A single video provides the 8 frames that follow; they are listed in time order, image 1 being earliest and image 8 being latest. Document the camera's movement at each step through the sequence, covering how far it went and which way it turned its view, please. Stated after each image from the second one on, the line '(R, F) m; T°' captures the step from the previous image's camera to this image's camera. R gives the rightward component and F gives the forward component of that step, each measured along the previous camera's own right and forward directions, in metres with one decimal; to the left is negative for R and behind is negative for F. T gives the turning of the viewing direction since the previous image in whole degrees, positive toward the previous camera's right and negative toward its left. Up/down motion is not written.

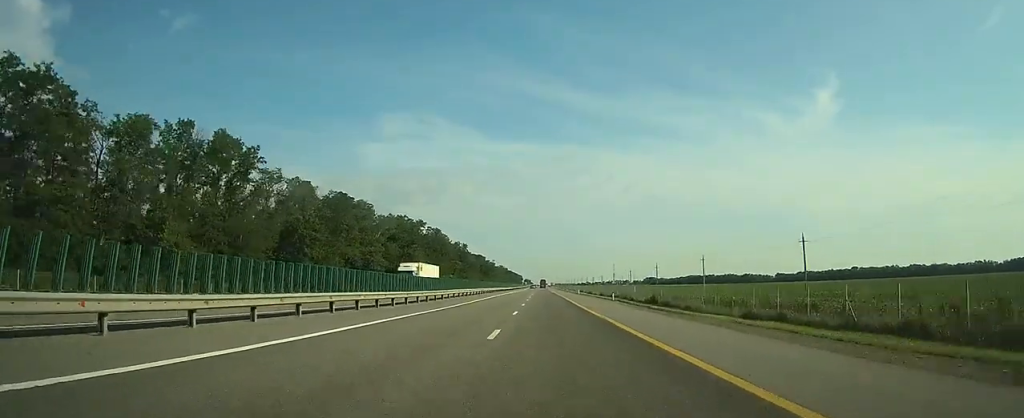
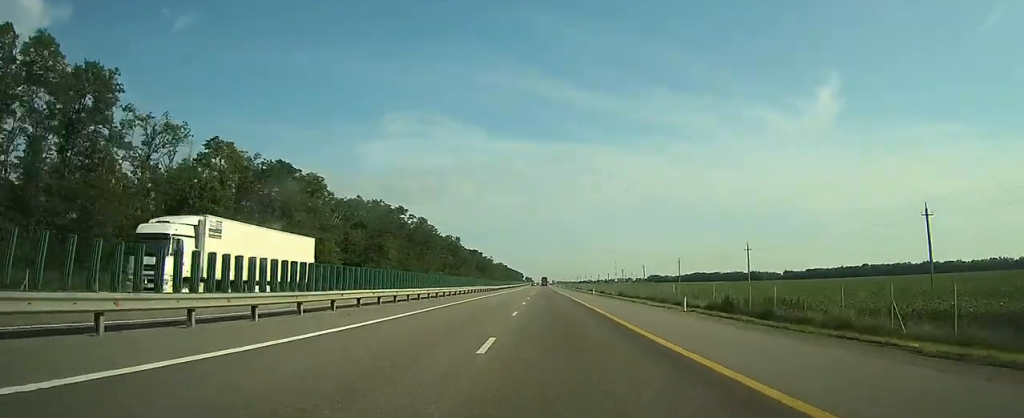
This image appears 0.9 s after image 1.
(0.0, +27.3) m; 0°
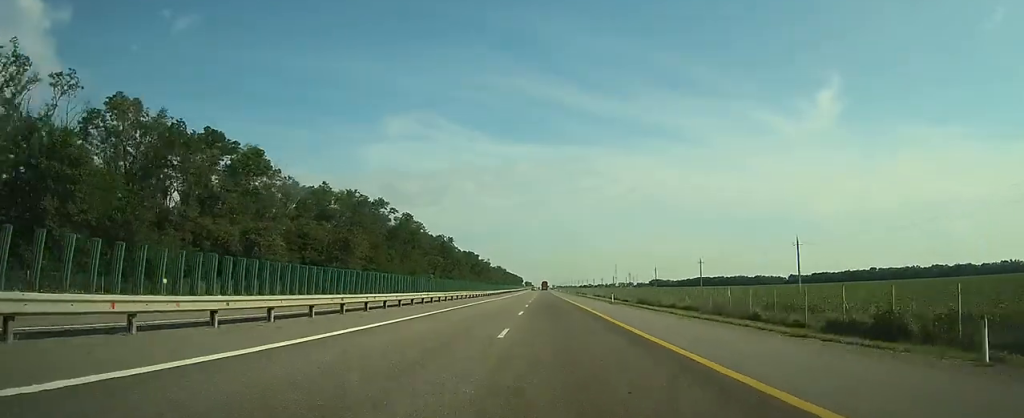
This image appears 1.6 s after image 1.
(0.0, +20.2) m; 0°
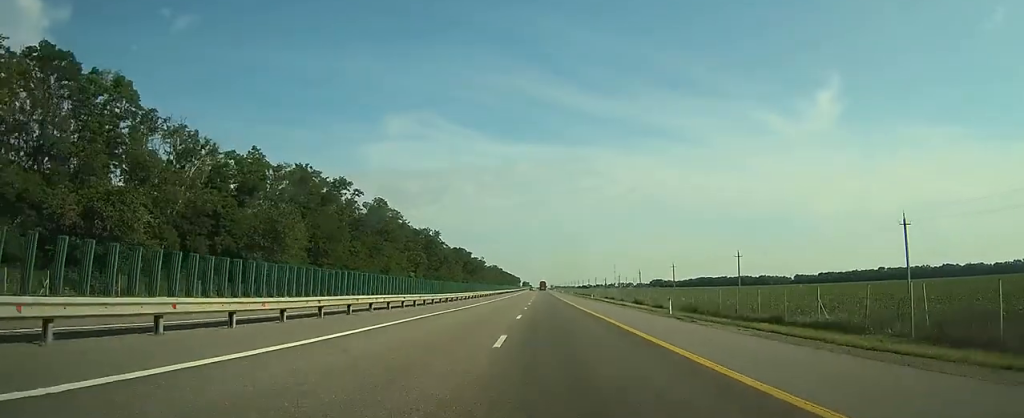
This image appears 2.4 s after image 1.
(0.0, +26.3) m; 0°
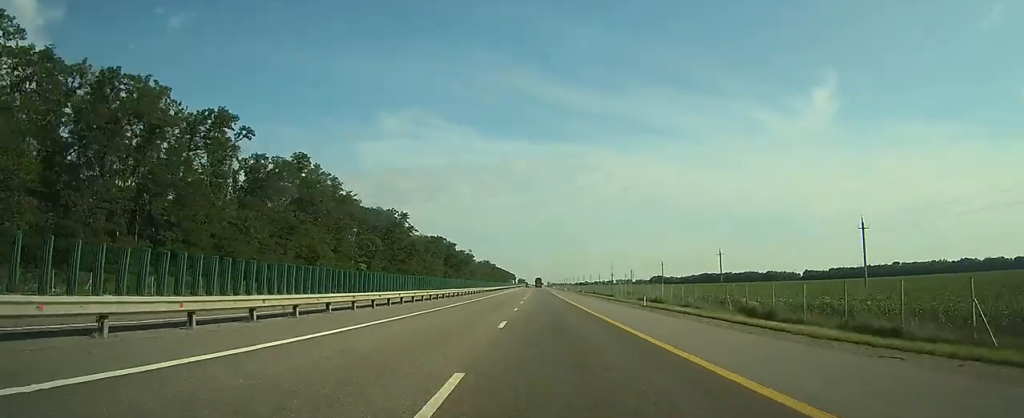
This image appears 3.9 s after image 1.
(0.0, +43.4) m; 0°
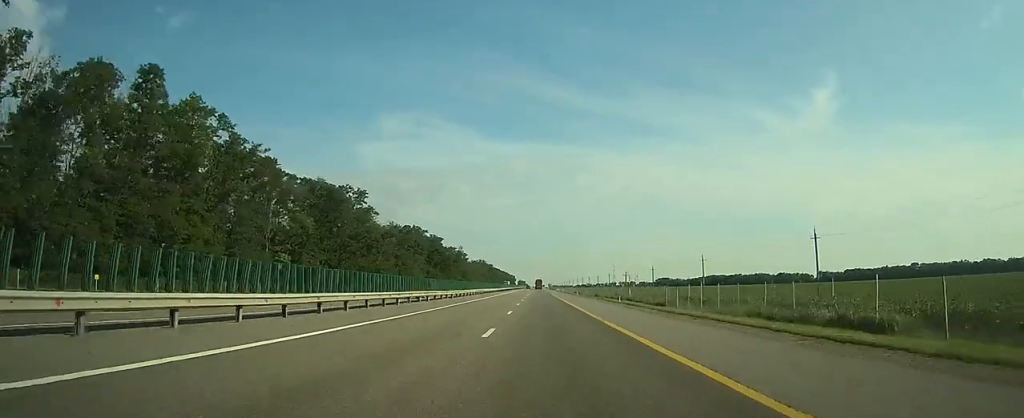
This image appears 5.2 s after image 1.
(+0.1, +39.3) m; 0°
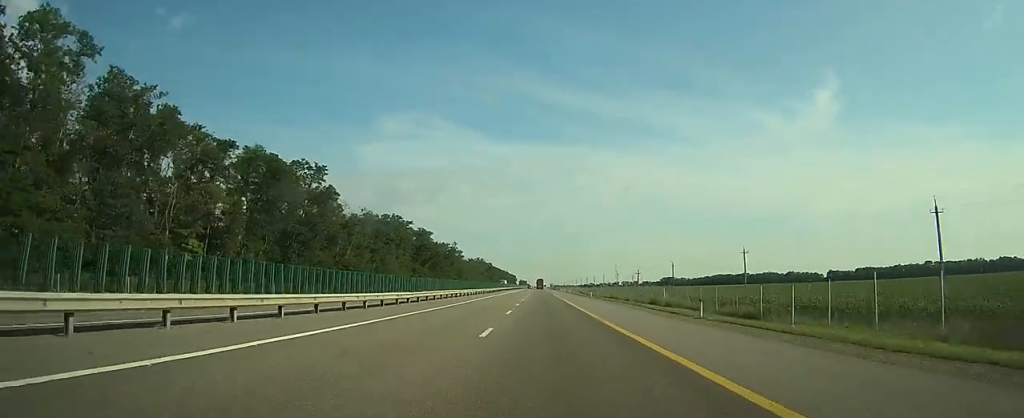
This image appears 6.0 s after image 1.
(0.0, +24.2) m; 0°
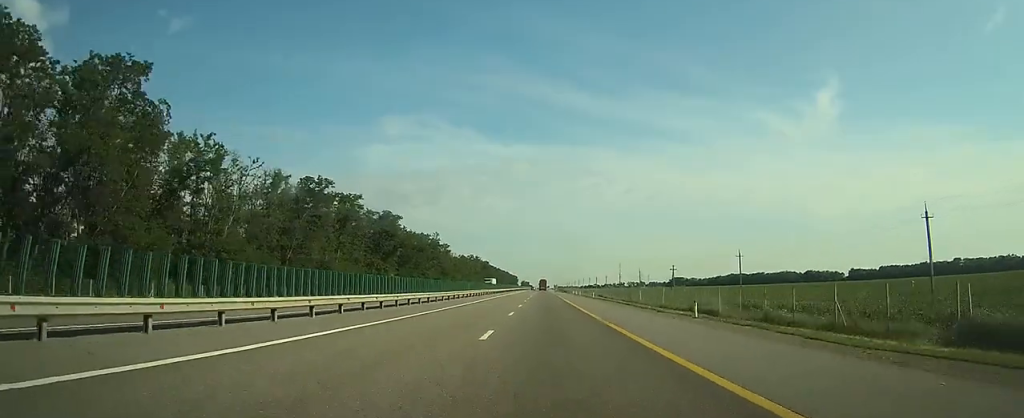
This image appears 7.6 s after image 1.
(-0.1, +48.5) m; 0°
